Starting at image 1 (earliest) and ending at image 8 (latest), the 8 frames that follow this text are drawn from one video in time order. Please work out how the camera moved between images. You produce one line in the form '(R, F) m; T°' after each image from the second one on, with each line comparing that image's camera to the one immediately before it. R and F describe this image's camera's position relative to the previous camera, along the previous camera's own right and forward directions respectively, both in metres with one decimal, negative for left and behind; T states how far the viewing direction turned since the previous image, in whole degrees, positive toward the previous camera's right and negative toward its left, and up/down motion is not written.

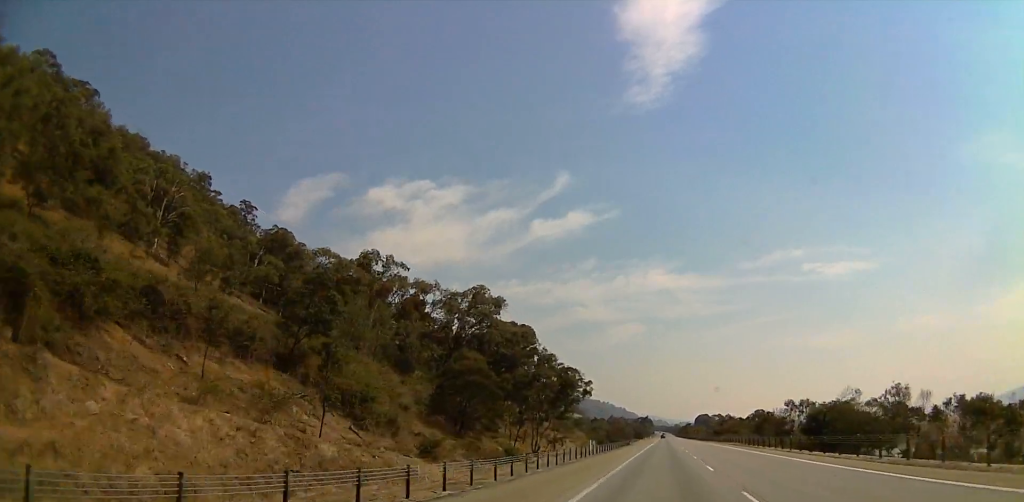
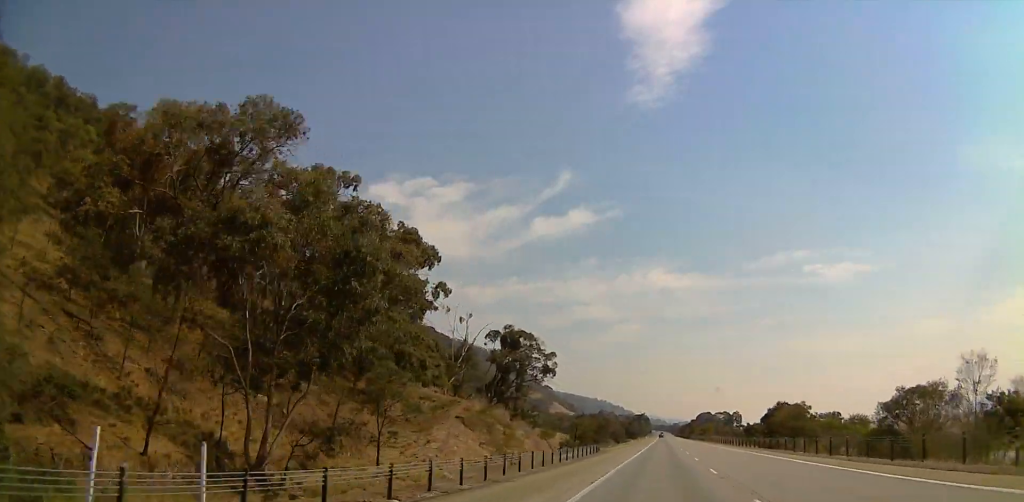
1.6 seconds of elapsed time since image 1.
(+0.8, +50.7) m; 0°
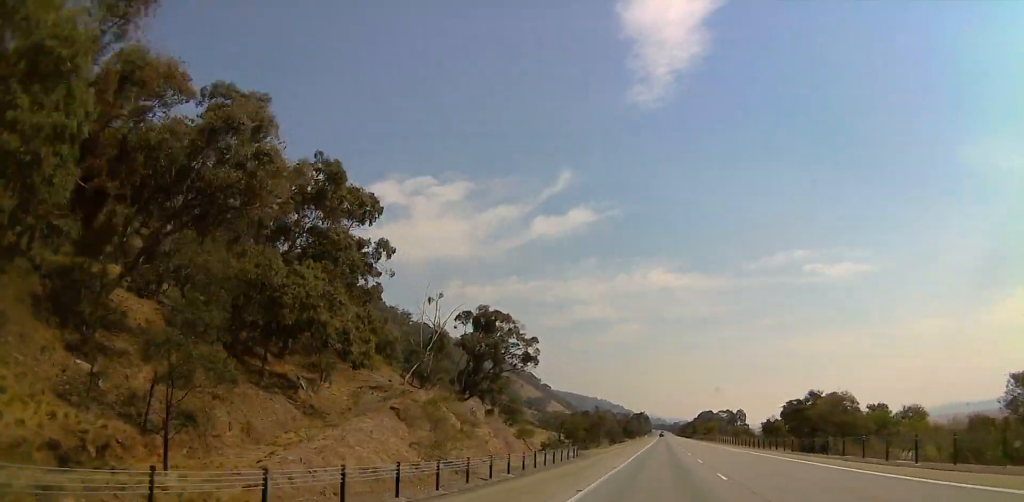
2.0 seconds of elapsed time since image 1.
(-0.2, +14.3) m; -1°
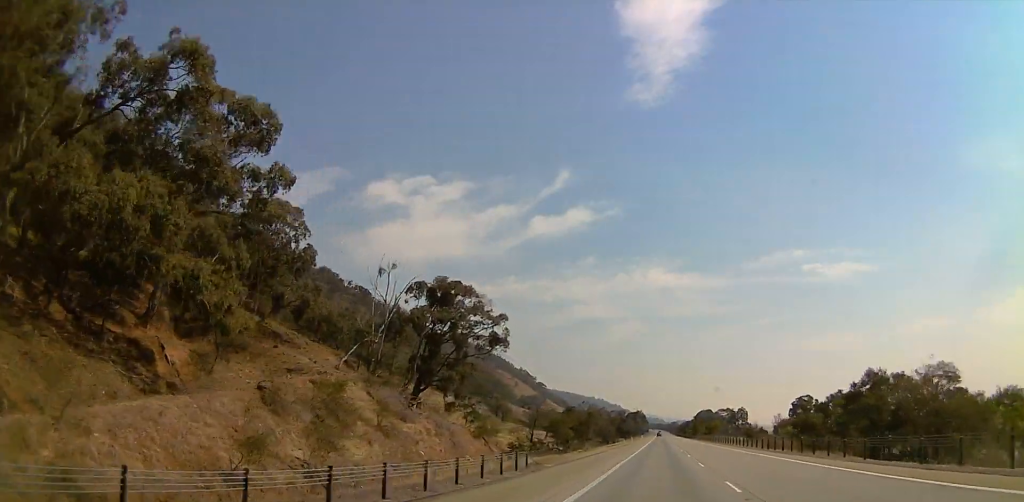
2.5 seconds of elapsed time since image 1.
(-0.1, +15.3) m; 0°
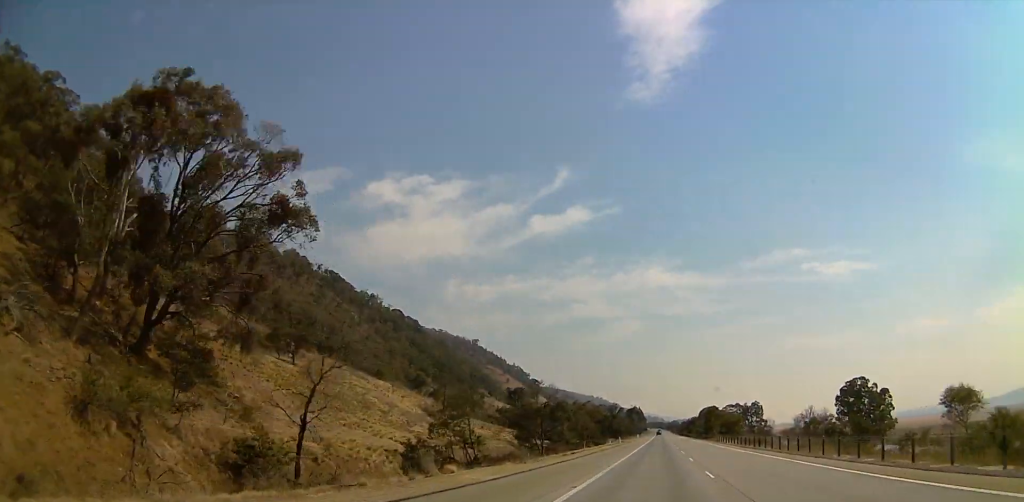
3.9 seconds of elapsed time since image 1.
(+0.6, +43.3) m; +1°
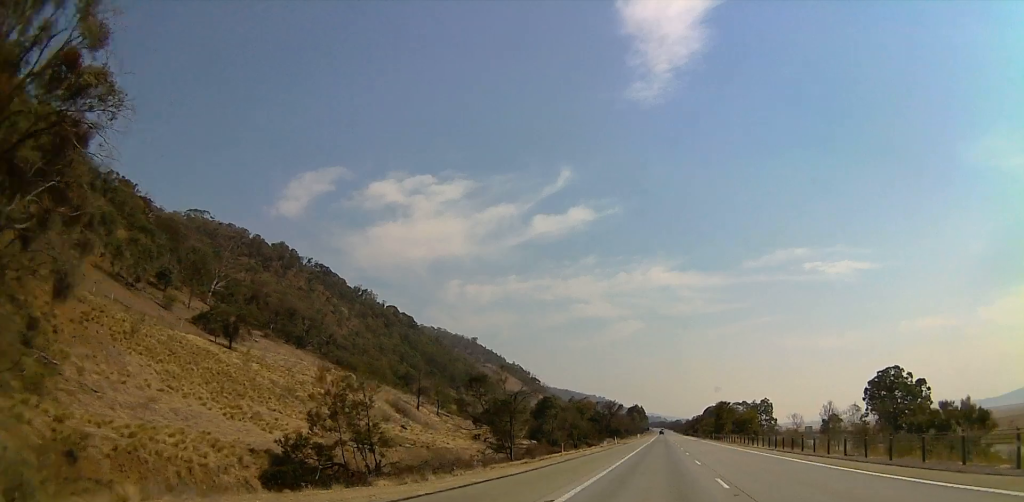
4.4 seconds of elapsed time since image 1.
(+0.2, +16.2) m; 0°
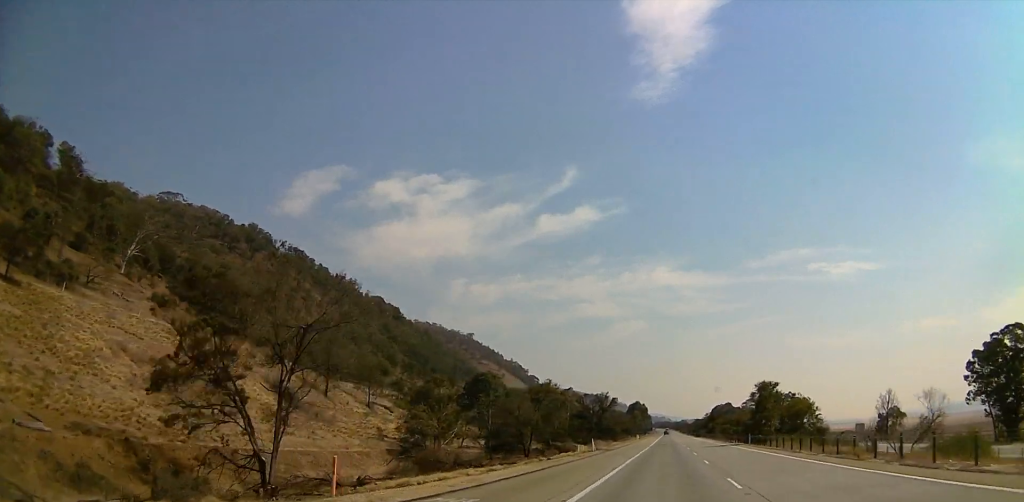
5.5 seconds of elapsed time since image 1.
(-0.8, +34.4) m; -2°
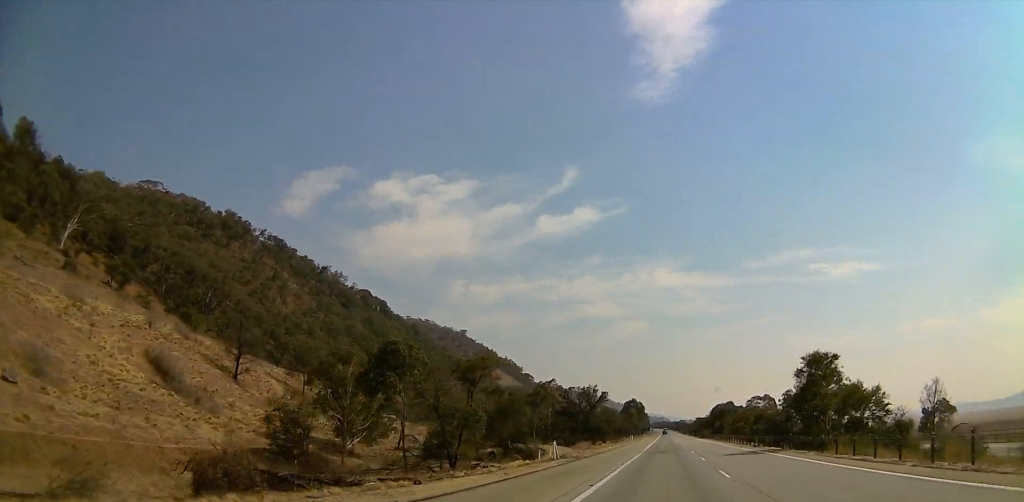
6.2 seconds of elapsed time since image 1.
(-0.2, +18.9) m; 0°
